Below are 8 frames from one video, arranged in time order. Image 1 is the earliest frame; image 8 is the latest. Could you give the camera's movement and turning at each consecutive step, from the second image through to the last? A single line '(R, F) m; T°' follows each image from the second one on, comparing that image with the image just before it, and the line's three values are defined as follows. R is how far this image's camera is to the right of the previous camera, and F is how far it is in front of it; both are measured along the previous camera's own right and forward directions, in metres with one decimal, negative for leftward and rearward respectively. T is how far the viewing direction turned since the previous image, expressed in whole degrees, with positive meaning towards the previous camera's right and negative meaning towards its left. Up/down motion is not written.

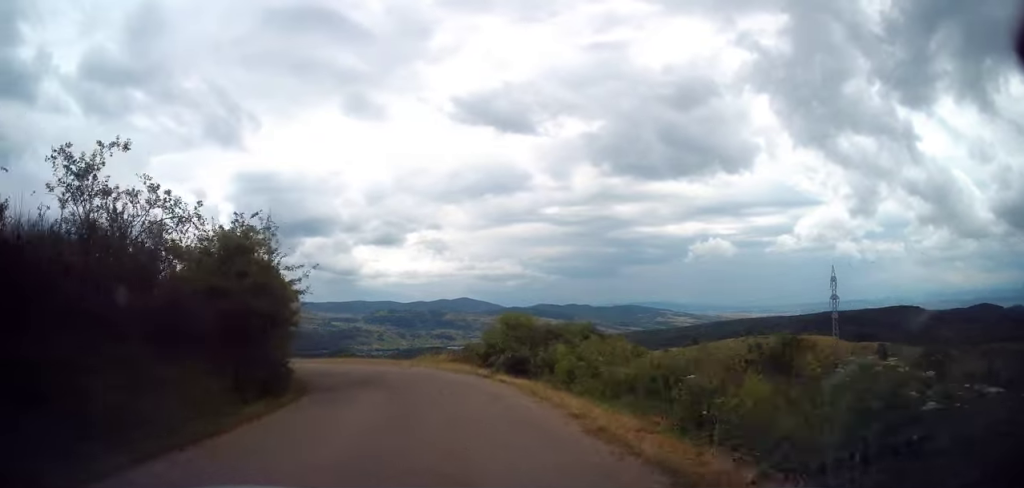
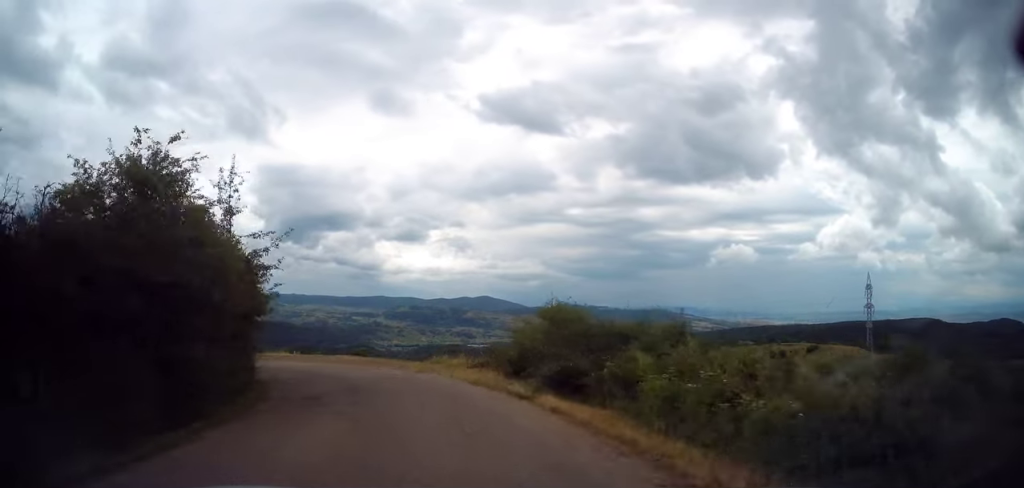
(-0.3, +5.2) m; -3°
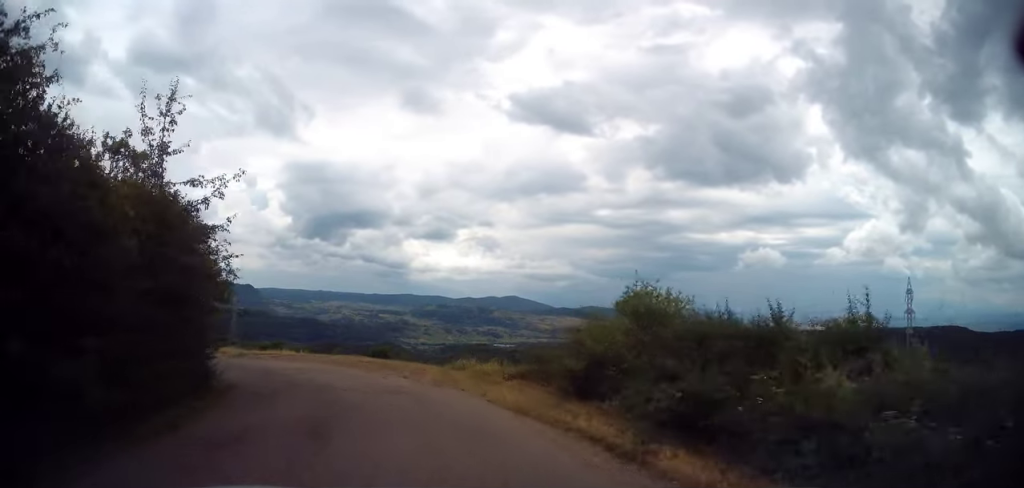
(-0.1, +5.0) m; -4°
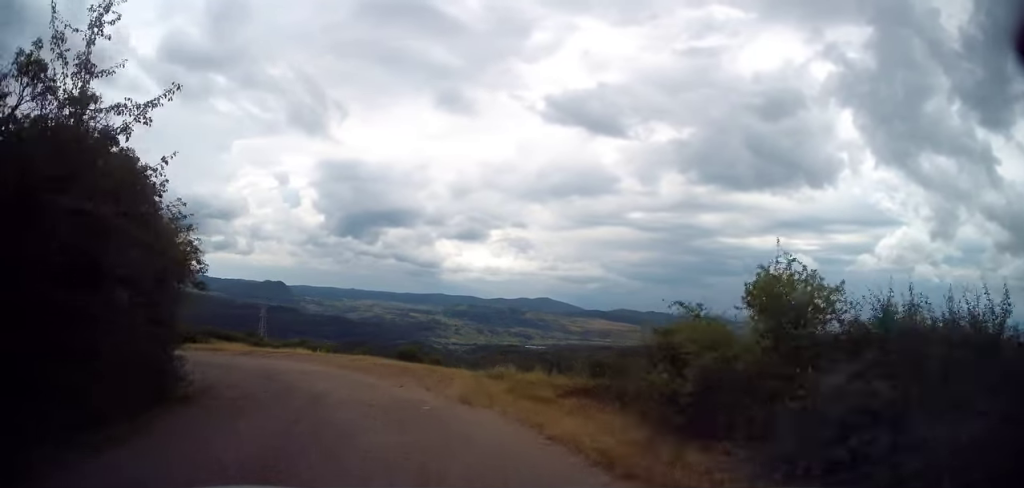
(0.0, +3.5) m; -4°
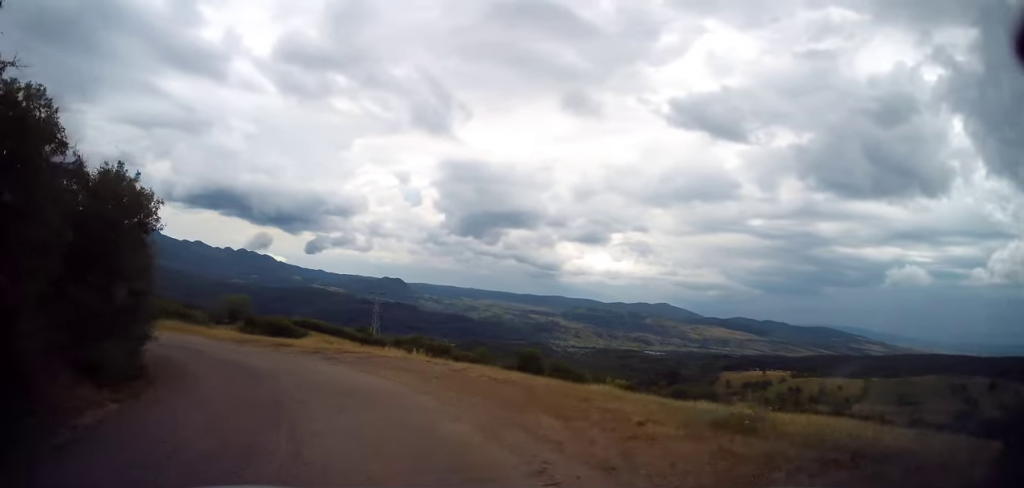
(-0.7, +8.0) m; -14°
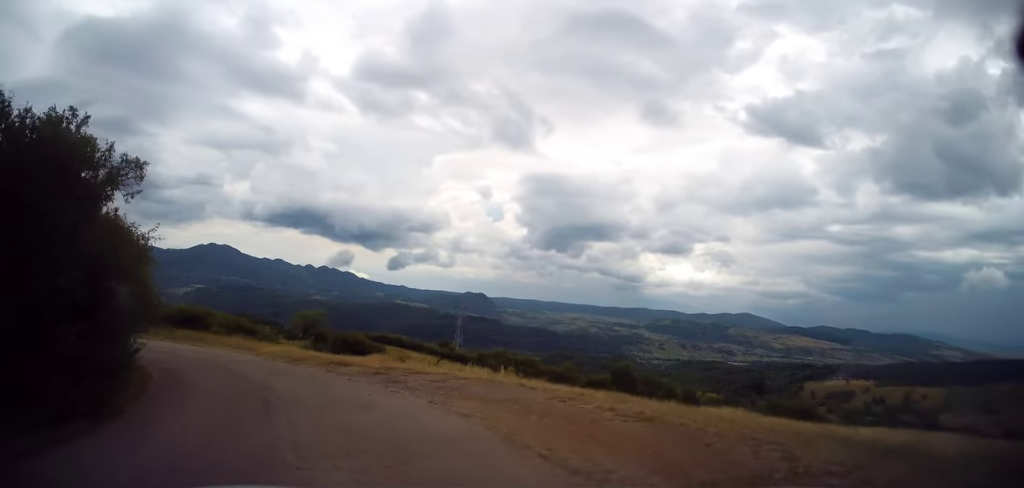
(-0.2, +4.3) m; -9°
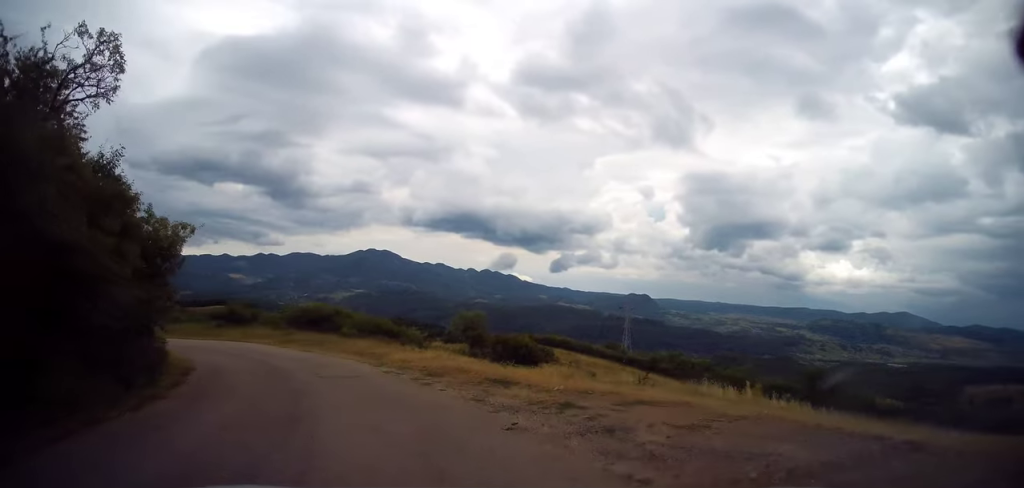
(-1.1, +7.7) m; -13°
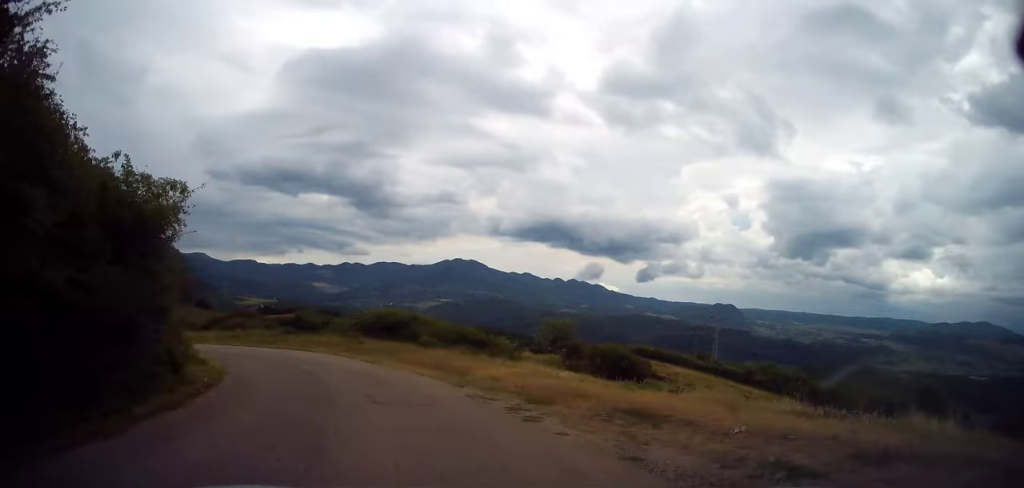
(-0.2, +4.2) m; -7°
